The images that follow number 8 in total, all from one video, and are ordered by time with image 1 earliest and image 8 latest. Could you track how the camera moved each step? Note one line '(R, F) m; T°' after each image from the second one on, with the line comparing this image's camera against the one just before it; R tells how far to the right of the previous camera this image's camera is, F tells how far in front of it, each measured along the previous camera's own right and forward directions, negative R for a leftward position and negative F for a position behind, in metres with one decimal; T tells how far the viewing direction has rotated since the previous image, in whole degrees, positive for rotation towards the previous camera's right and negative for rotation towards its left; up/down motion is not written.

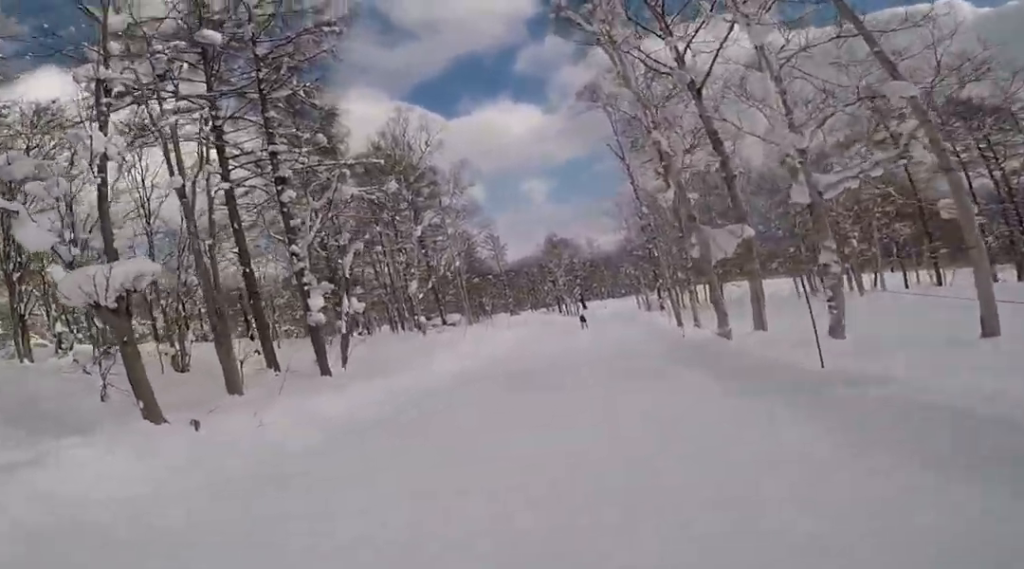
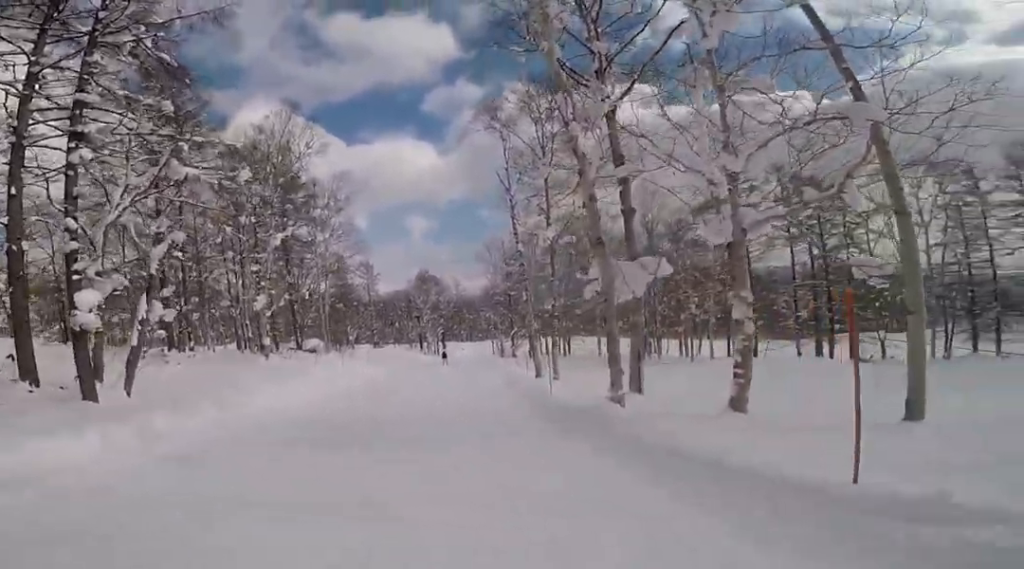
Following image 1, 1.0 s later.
(0.0, +3.5) m; 0°
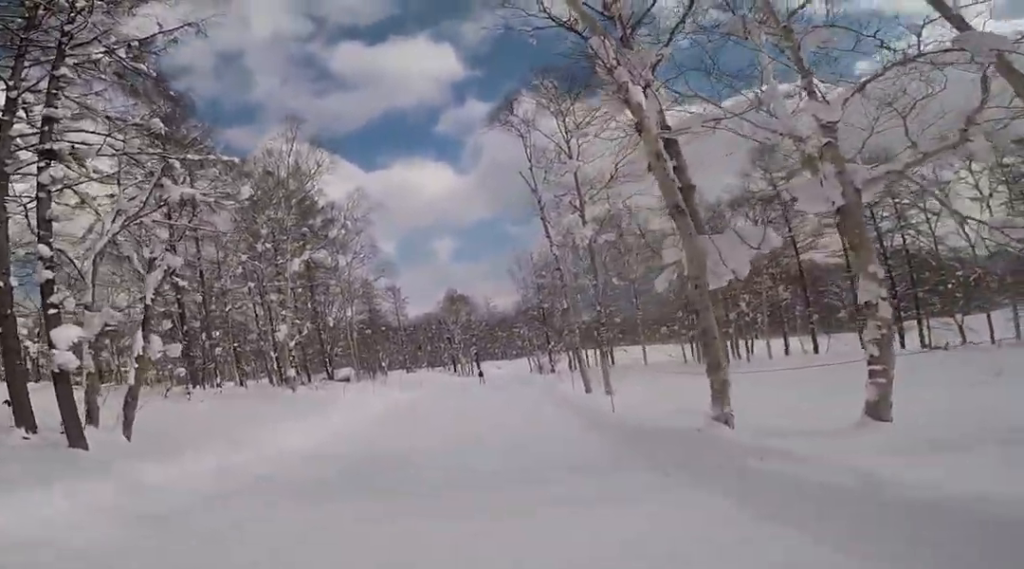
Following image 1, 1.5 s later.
(0.0, +2.0) m; +1°
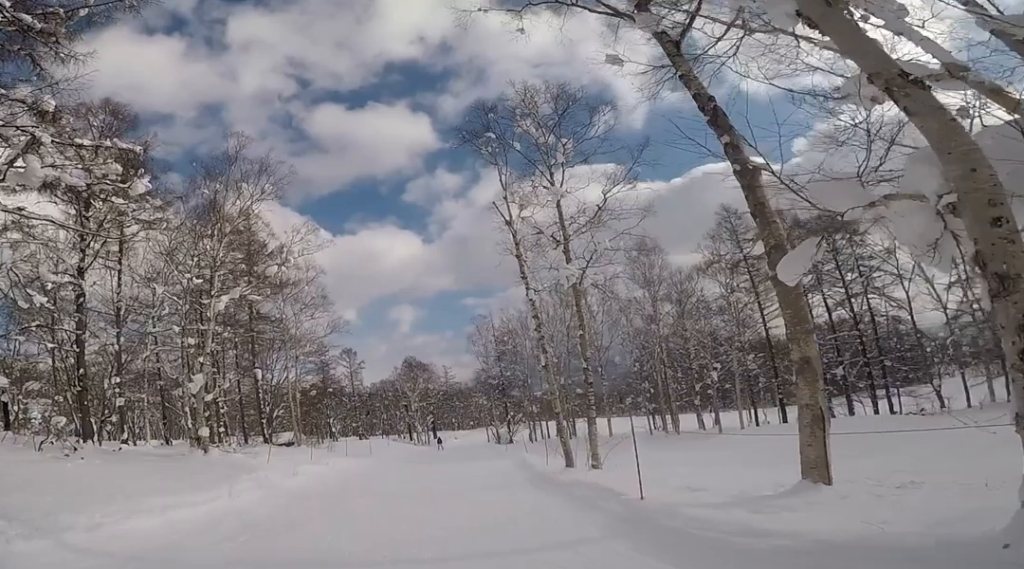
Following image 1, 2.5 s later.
(+0.1, +4.2) m; +5°
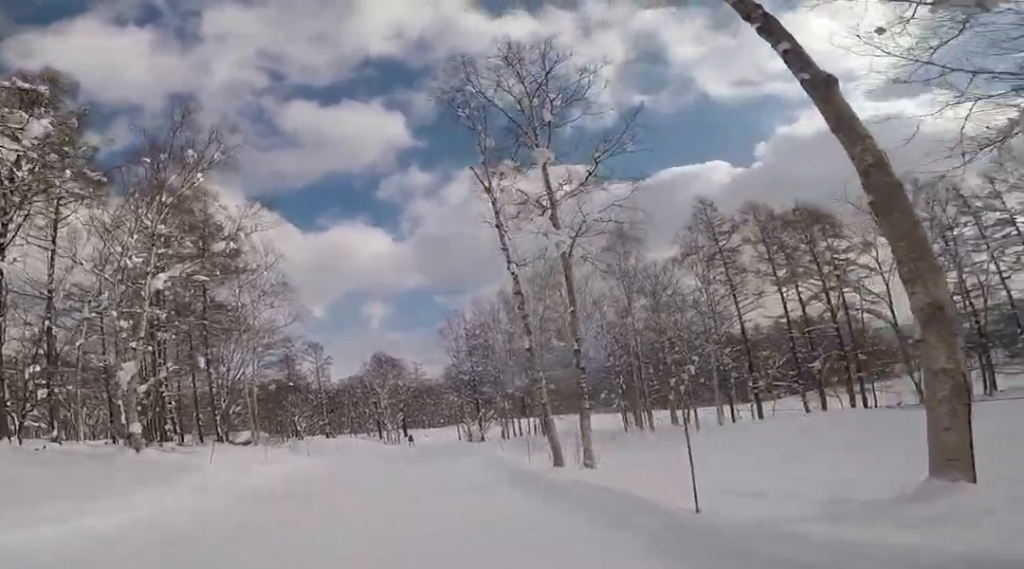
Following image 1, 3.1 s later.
(+0.1, +2.6) m; +3°
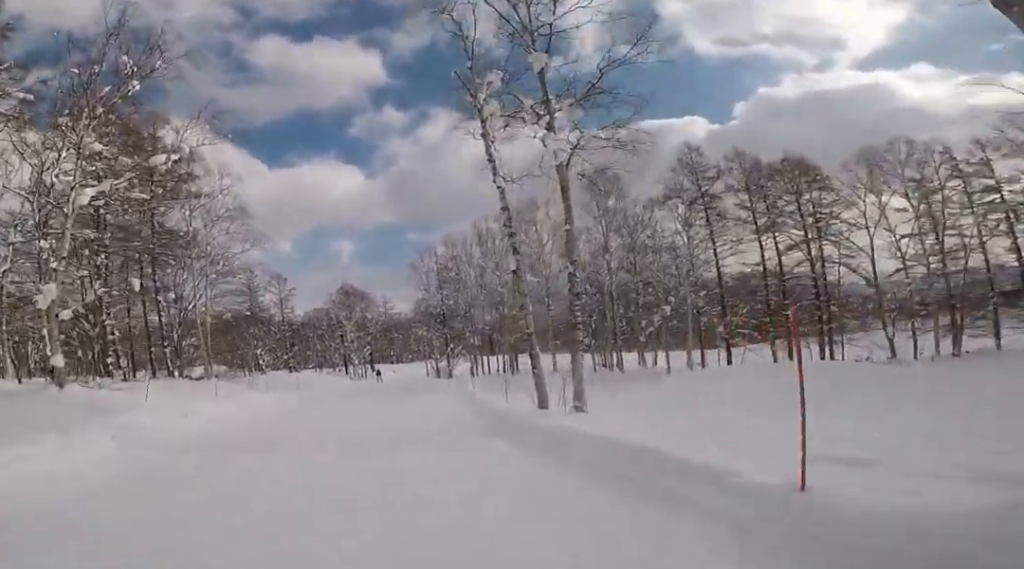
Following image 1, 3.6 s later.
(+0.1, +2.3) m; +2°
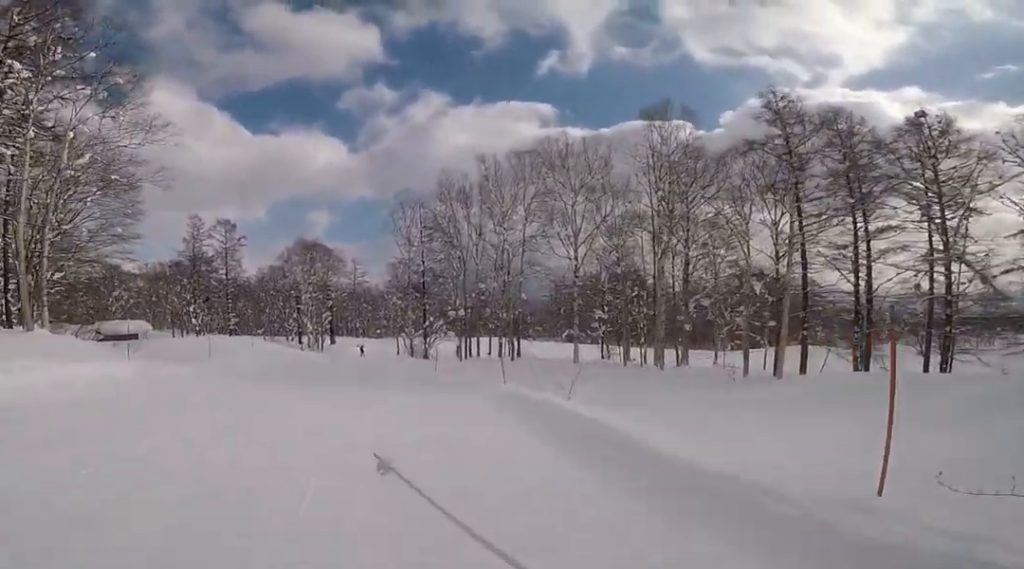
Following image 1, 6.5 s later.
(+0.3, +13.7) m; +1°
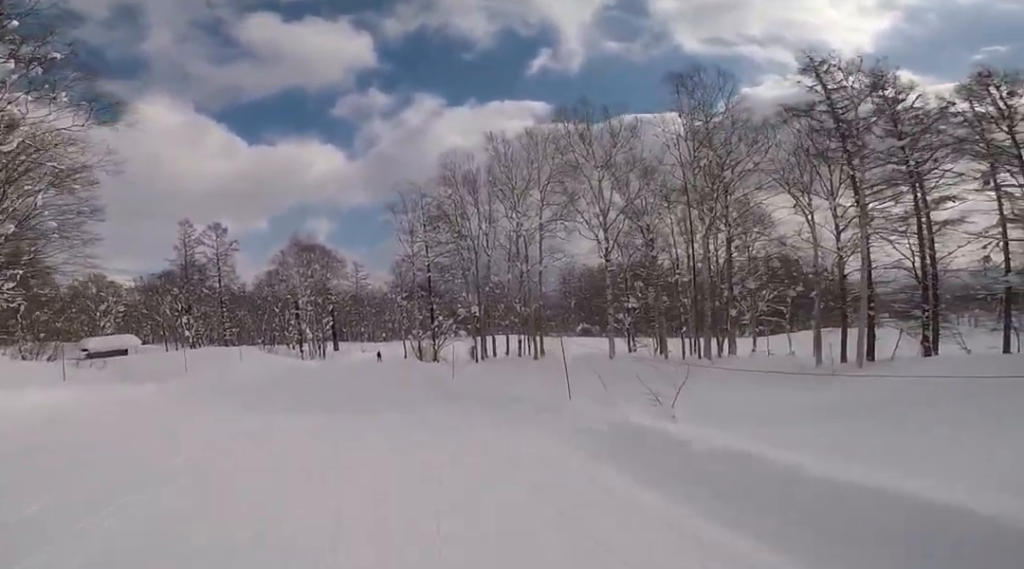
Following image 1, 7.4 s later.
(0.0, +4.5) m; 0°
